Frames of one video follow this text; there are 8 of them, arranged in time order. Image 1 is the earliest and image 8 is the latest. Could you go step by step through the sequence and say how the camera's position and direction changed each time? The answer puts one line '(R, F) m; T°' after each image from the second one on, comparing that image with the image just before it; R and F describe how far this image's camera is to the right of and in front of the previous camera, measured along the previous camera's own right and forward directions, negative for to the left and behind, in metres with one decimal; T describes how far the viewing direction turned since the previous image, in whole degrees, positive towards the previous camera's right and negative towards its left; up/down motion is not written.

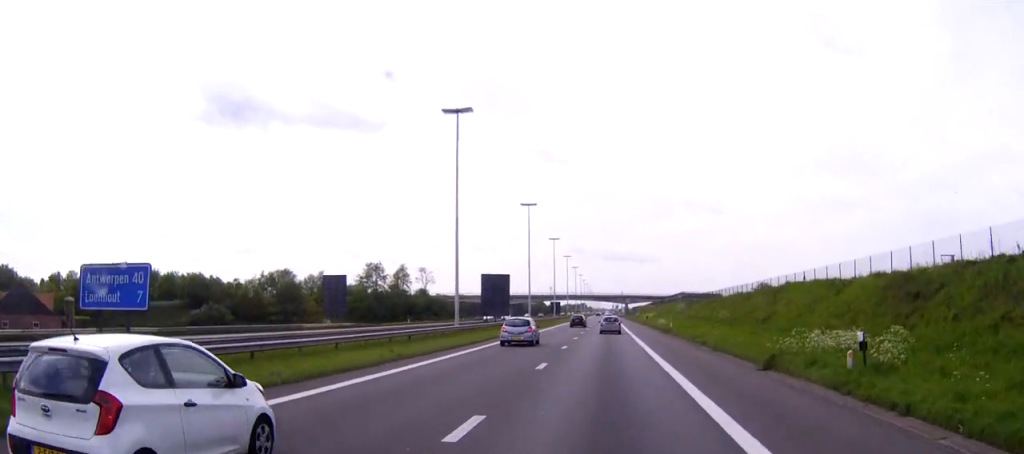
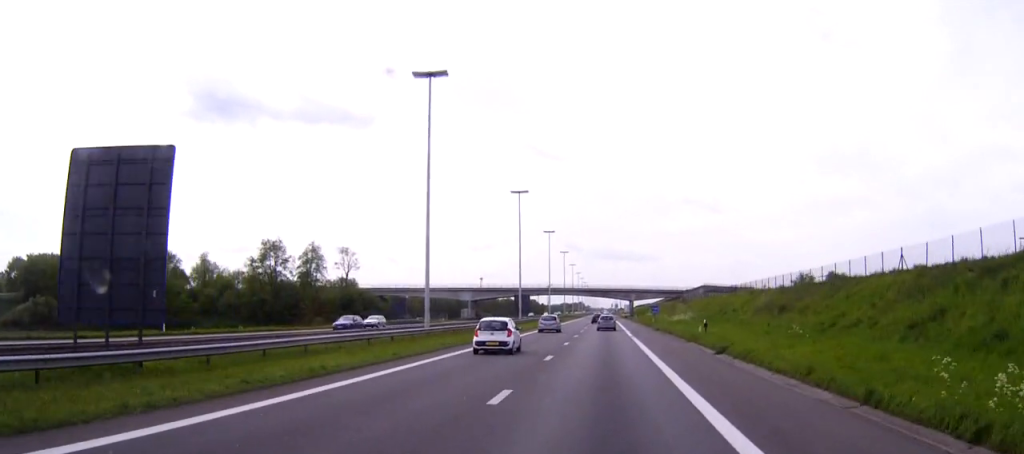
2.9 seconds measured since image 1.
(0.0, +70.8) m; 0°
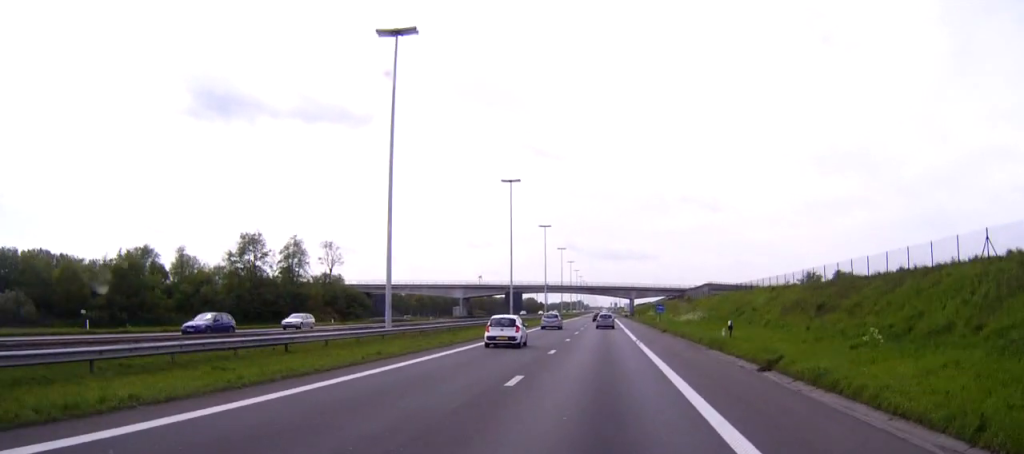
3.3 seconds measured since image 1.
(0.0, +9.8) m; 0°
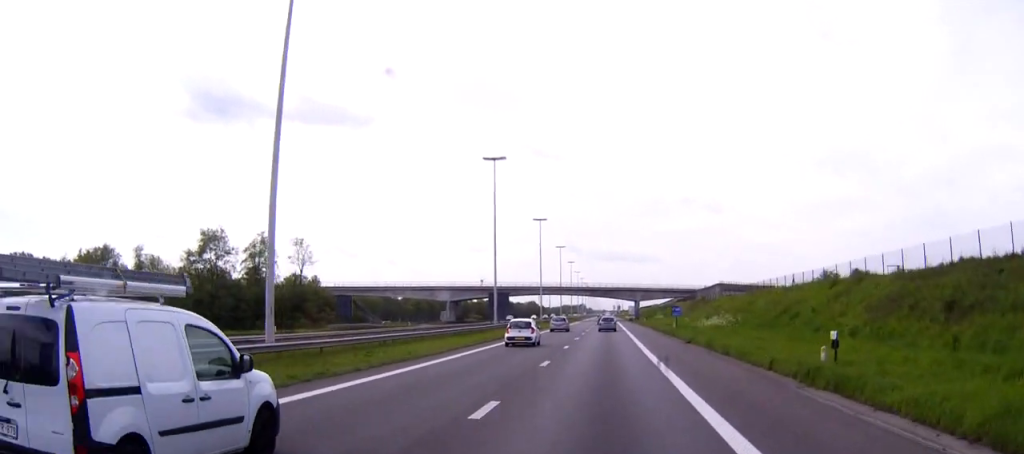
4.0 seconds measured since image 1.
(0.0, +17.1) m; 0°
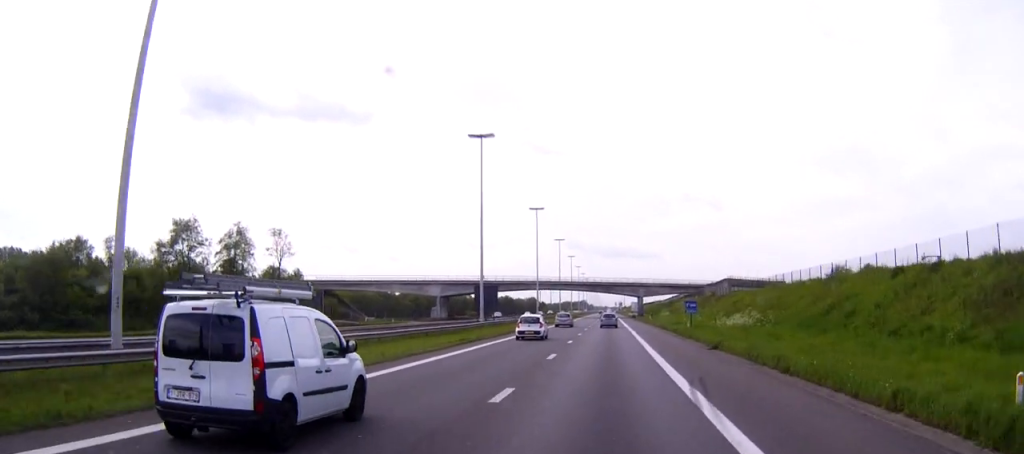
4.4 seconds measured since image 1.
(0.0, +10.6) m; 0°
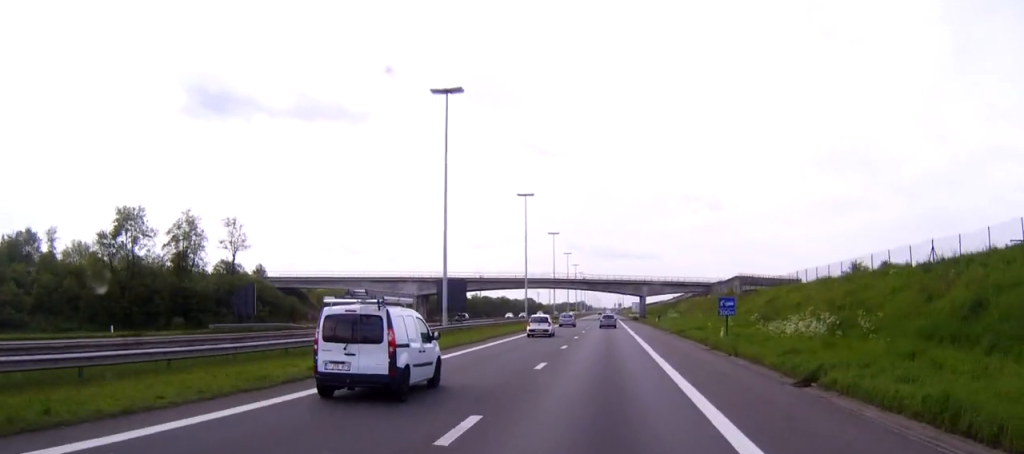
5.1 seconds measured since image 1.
(0.0, +17.0) m; 0°
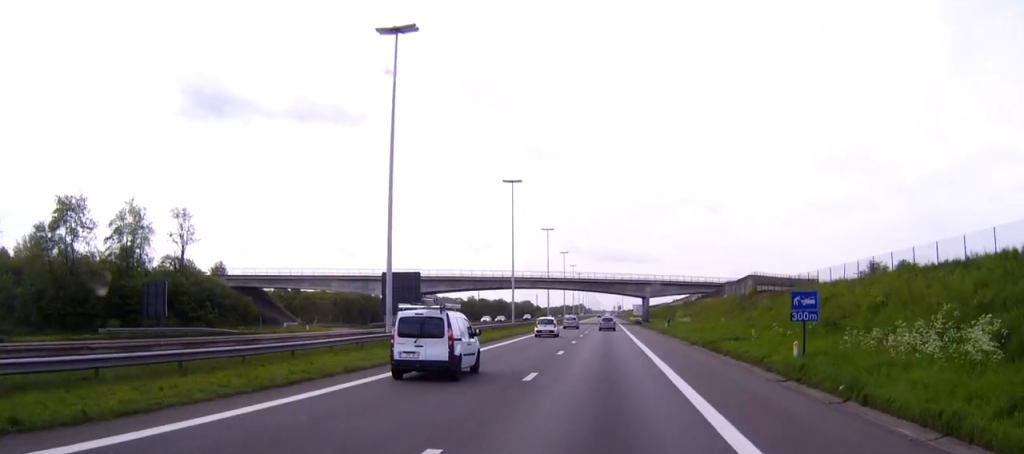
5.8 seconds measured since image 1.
(0.0, +15.4) m; 0°
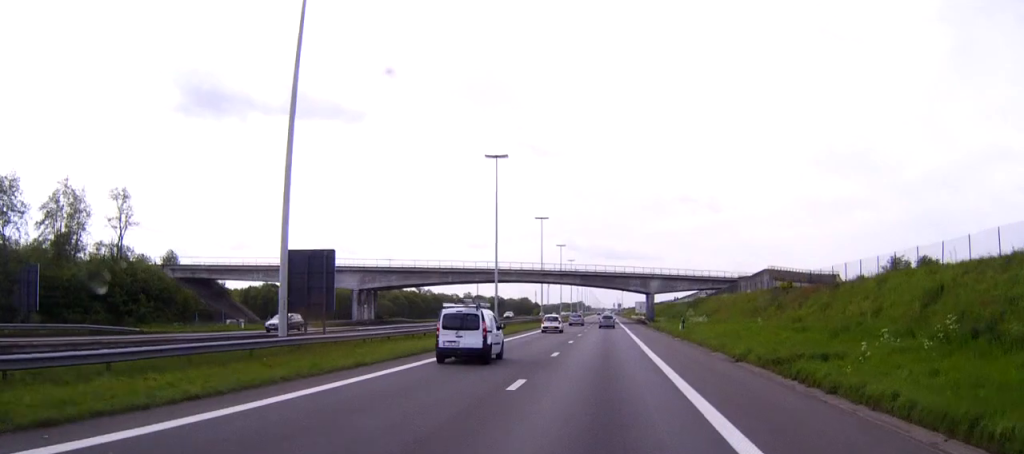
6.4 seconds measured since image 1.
(0.0, +15.4) m; 0°
